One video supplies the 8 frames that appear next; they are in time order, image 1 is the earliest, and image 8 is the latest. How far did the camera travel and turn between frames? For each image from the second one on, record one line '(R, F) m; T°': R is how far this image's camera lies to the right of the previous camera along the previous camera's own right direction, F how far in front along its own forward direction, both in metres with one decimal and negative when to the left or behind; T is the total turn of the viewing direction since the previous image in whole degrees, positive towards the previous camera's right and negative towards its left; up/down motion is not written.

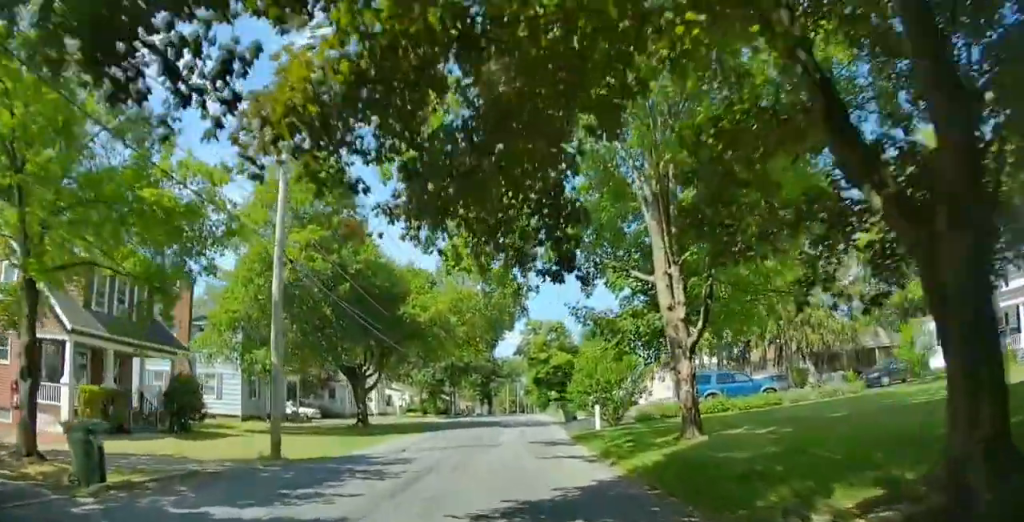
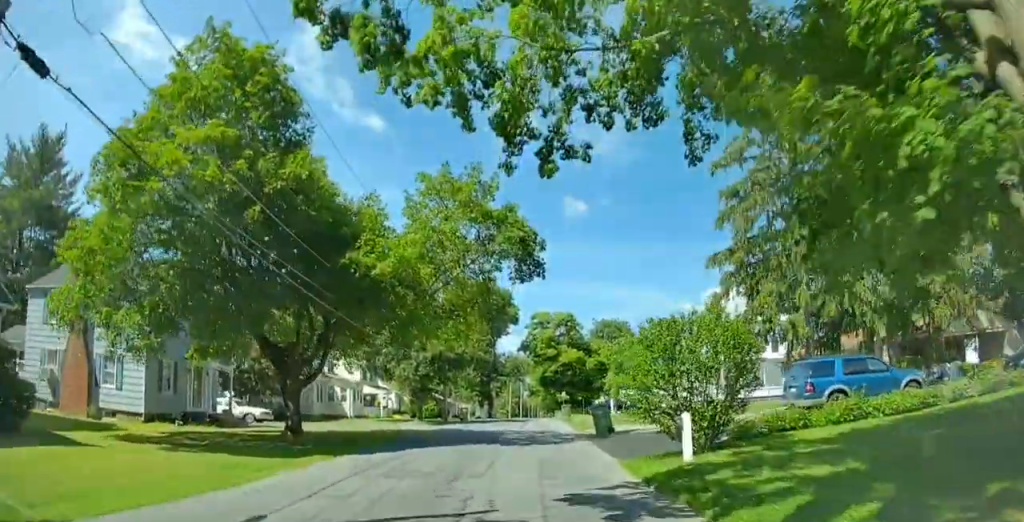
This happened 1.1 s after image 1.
(-0.2, +11.5) m; -2°
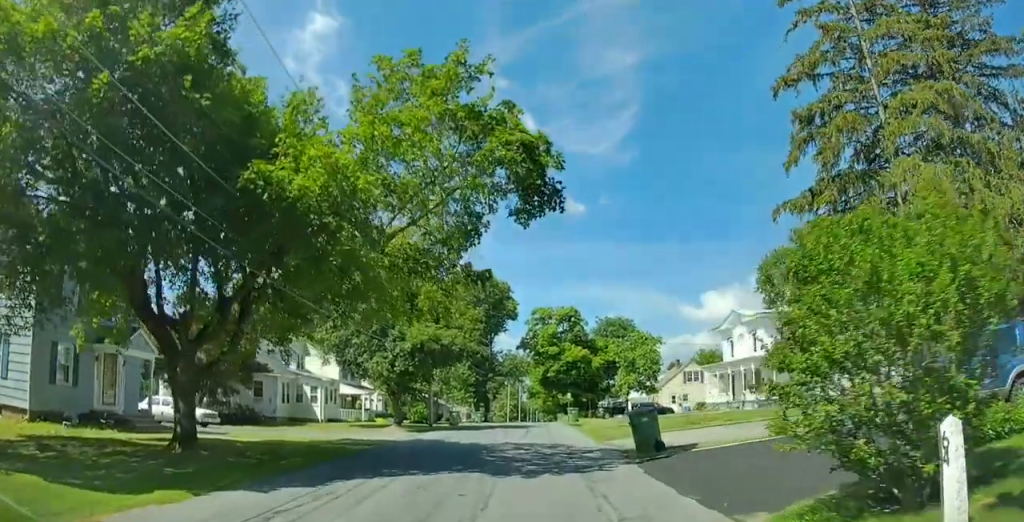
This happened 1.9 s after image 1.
(-0.2, +7.7) m; 0°
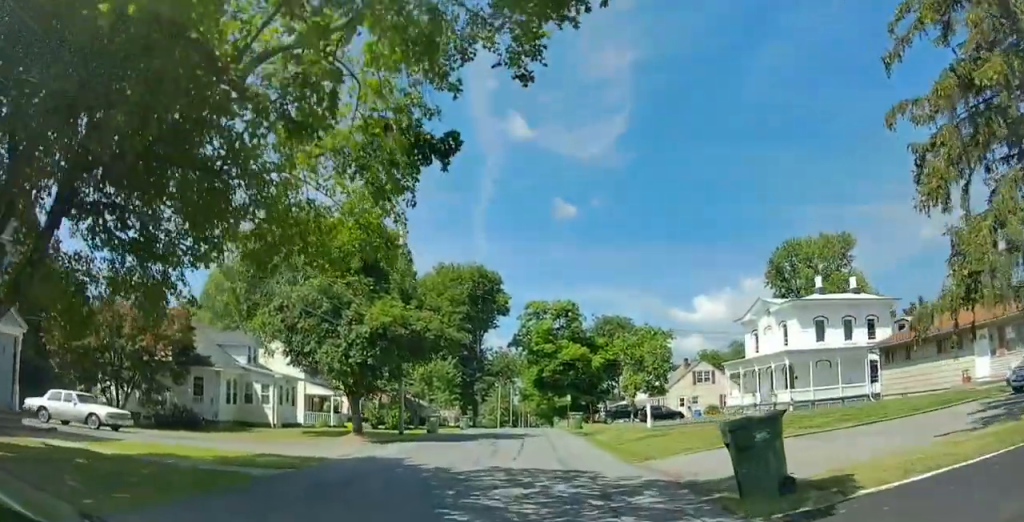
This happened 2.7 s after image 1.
(+0.2, +7.9) m; +1°
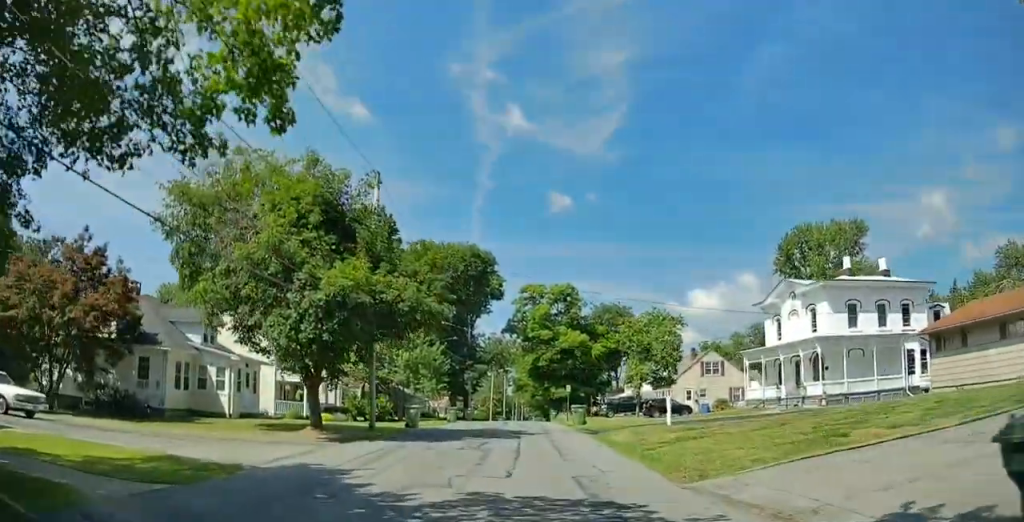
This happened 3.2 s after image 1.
(0.0, +5.4) m; -1°
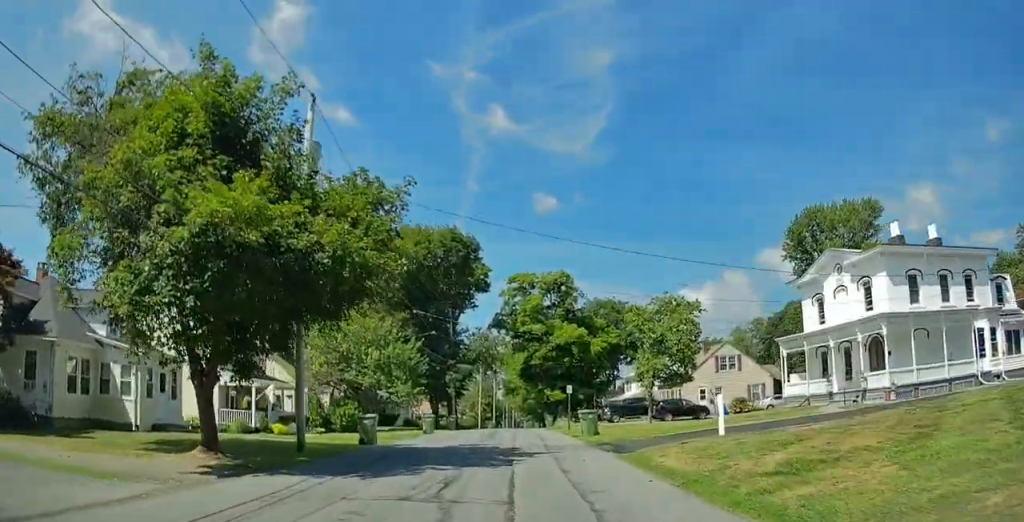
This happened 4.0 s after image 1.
(-0.1, +8.1) m; -1°
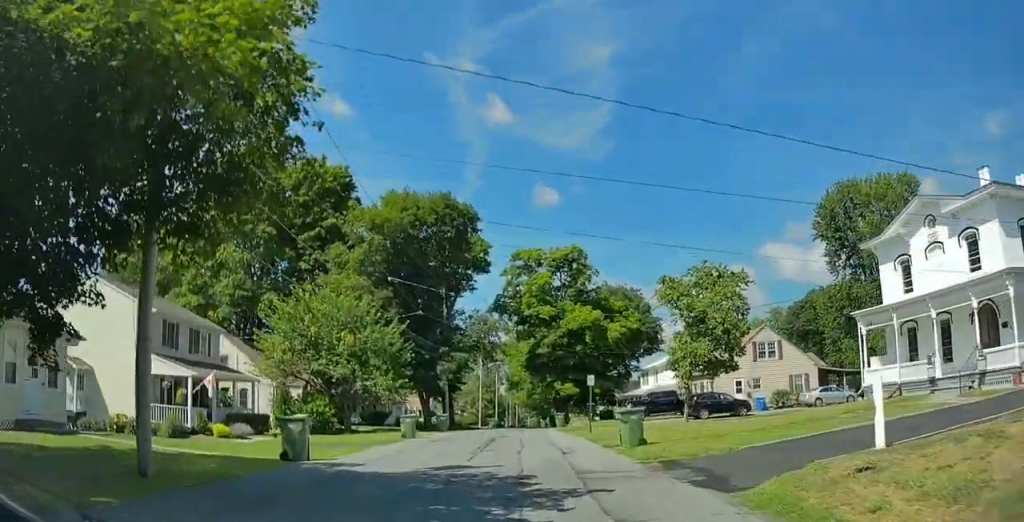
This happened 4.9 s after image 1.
(-0.1, +8.8) m; +1°
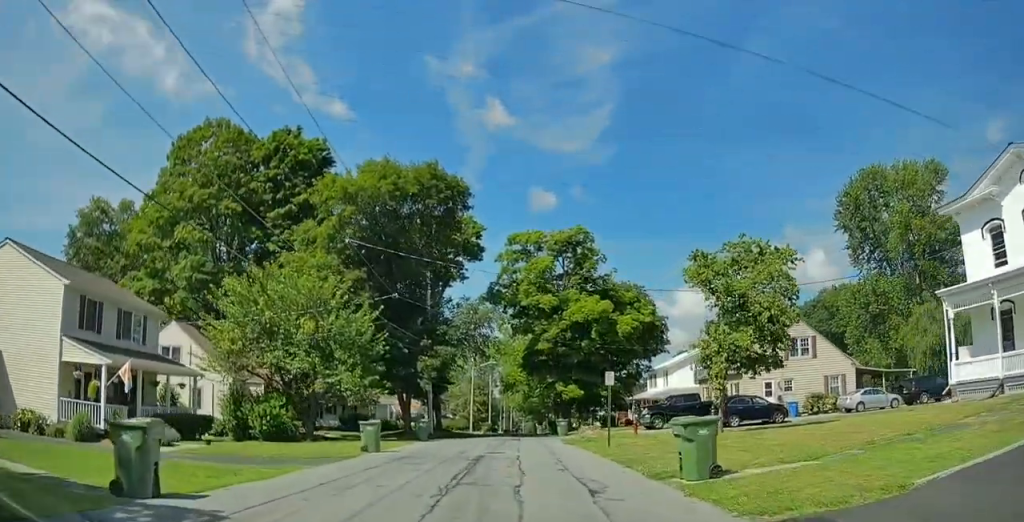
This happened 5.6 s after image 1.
(+0.3, +6.9) m; +2°
